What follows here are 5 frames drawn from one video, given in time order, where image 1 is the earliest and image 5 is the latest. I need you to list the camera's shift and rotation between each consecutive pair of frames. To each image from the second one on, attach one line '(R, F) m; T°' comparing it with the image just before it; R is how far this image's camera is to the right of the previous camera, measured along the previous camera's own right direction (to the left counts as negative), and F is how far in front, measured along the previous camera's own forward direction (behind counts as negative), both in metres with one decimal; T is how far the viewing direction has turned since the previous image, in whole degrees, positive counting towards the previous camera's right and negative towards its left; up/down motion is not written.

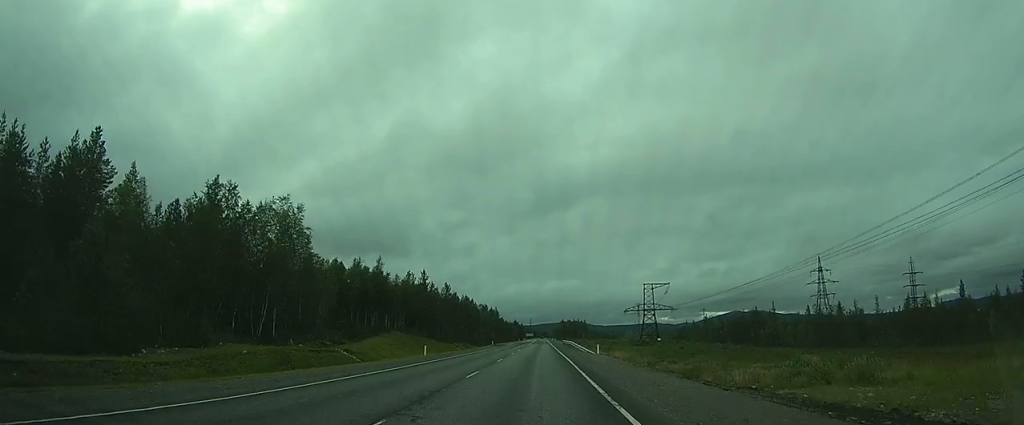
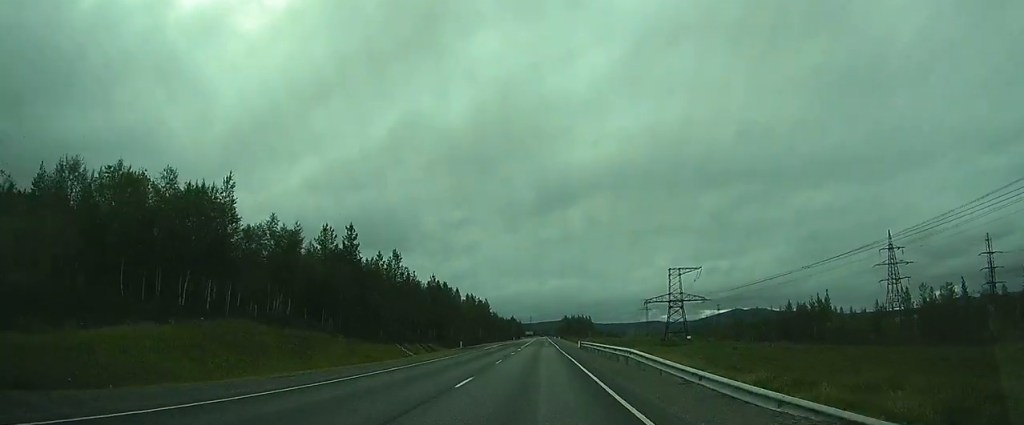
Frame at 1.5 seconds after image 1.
(0.0, +38.3) m; 0°
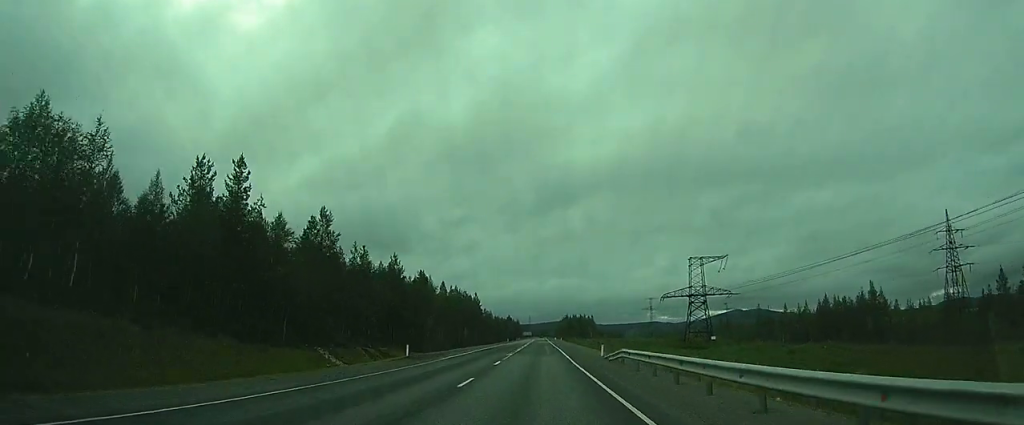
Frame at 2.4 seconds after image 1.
(-0.1, +25.9) m; -1°
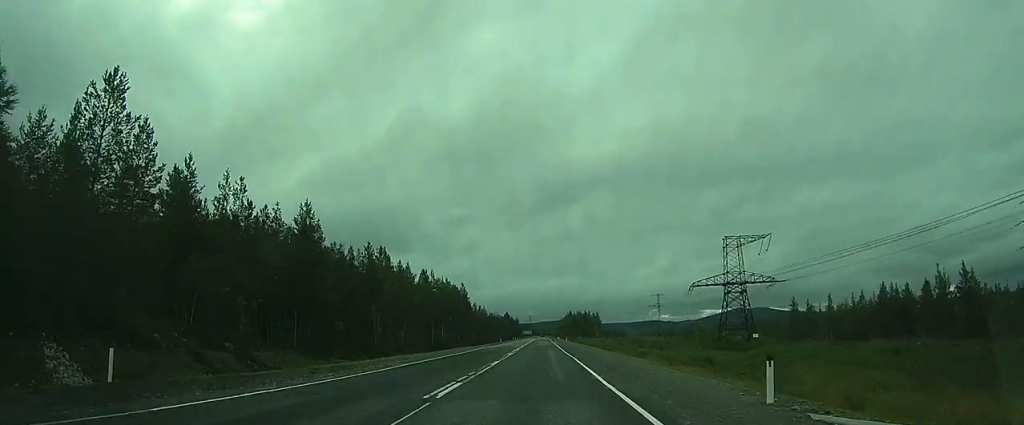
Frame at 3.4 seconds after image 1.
(-0.3, +31.8) m; -1°
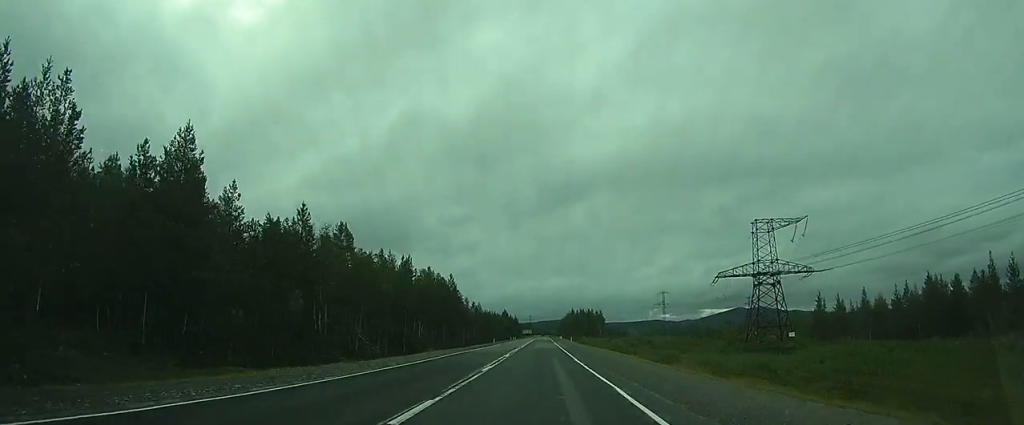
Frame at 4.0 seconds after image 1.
(-0.1, +19.7) m; 0°
